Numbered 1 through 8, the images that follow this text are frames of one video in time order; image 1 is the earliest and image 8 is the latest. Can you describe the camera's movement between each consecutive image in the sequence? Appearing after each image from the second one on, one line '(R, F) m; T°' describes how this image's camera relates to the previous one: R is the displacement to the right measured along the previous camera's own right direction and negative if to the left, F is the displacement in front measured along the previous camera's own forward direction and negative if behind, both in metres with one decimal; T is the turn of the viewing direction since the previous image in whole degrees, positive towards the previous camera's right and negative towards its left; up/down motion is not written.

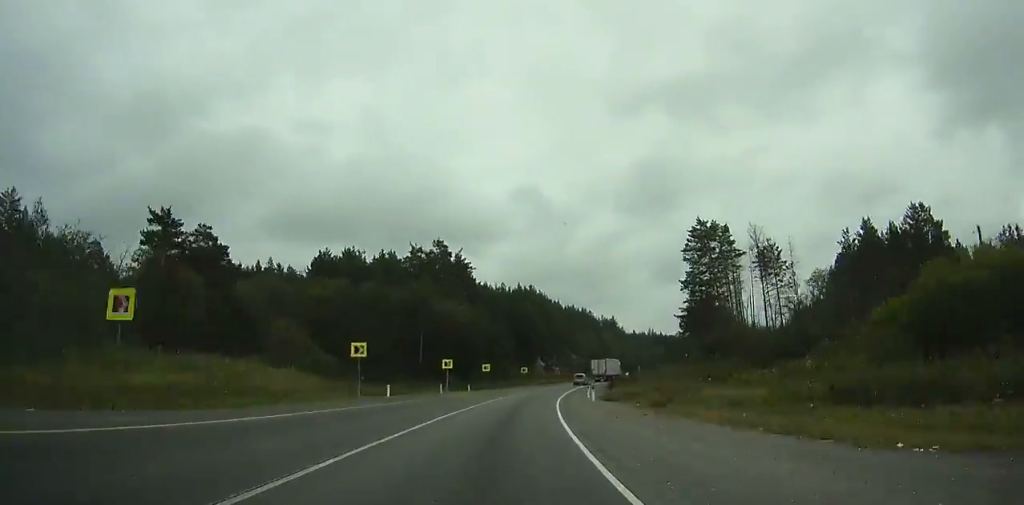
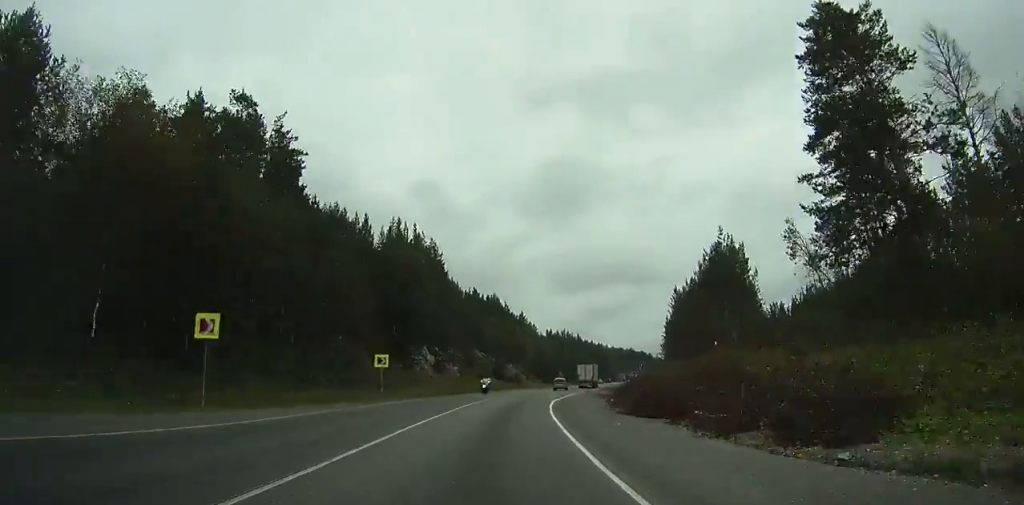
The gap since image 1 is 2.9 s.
(+3.3, +53.2) m; +8°
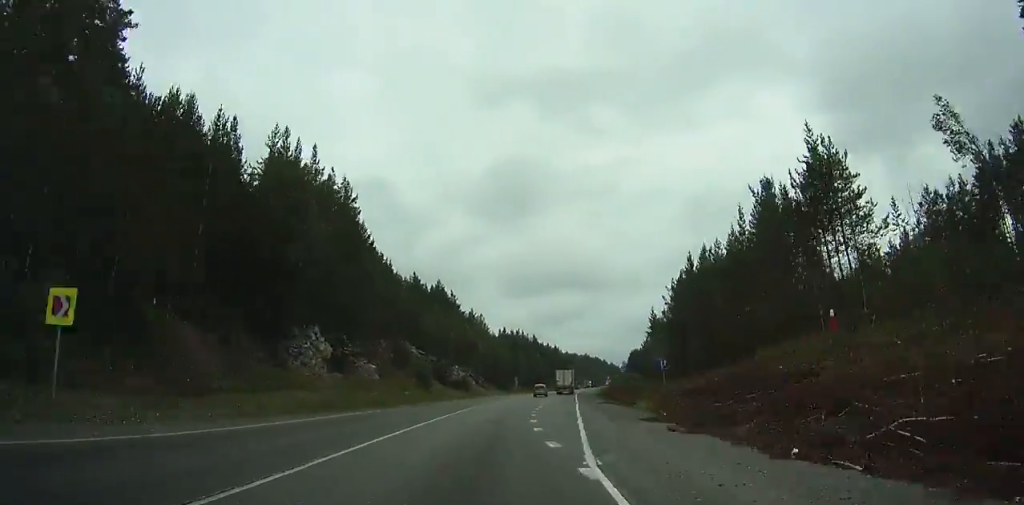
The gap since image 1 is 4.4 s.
(+1.3, +26.9) m; +4°
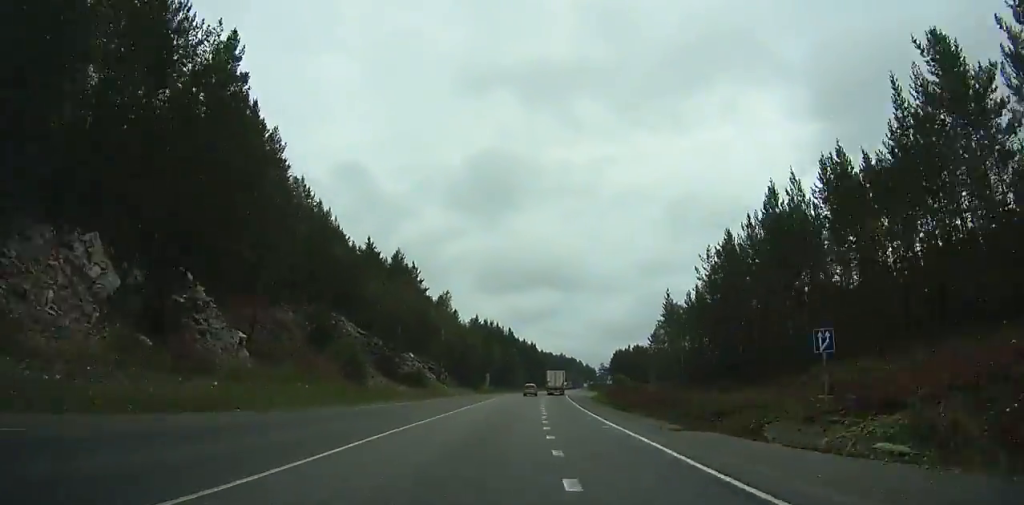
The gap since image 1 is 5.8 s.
(+0.8, +24.7) m; +4°
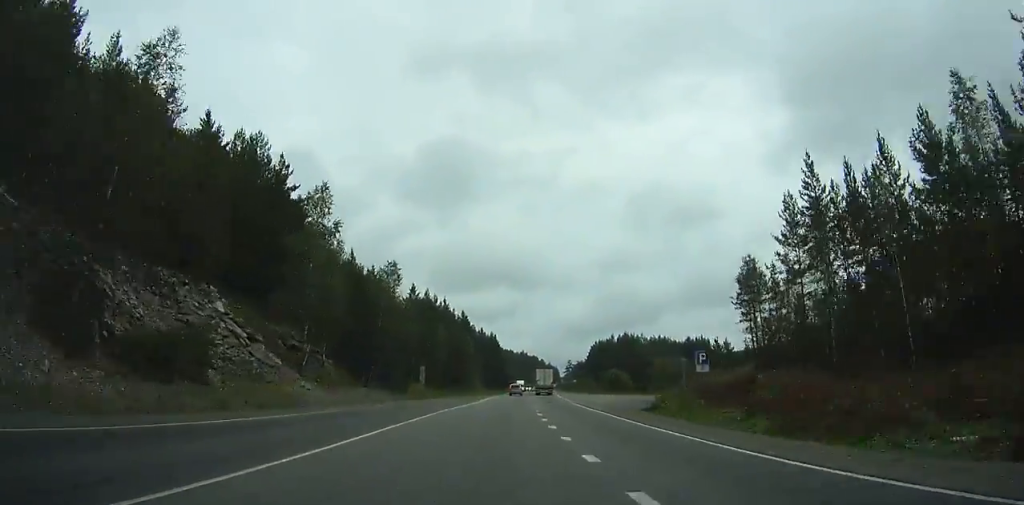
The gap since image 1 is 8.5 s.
(+2.7, +46.9) m; +5°
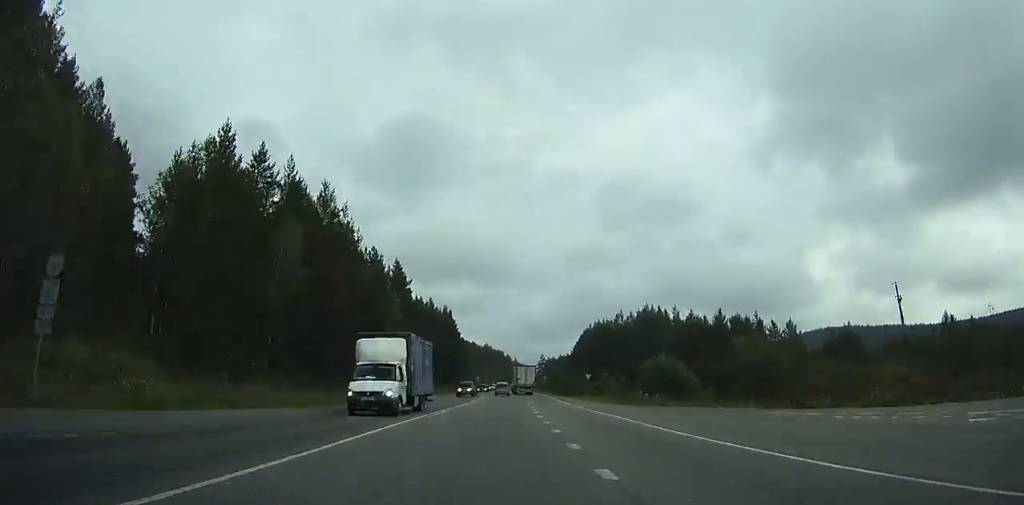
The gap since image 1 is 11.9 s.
(+2.4, +57.6) m; +4°
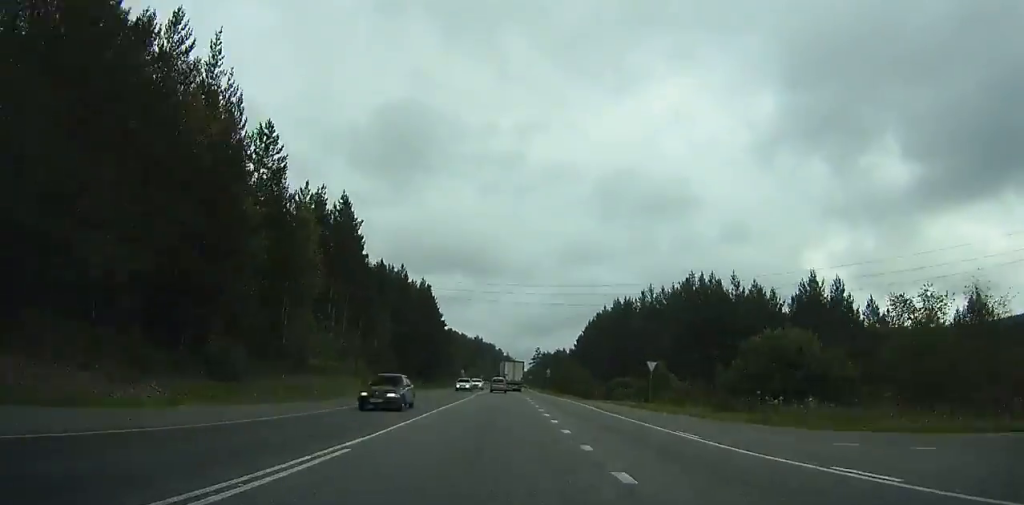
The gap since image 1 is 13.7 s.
(+0.7, +29.8) m; +2°
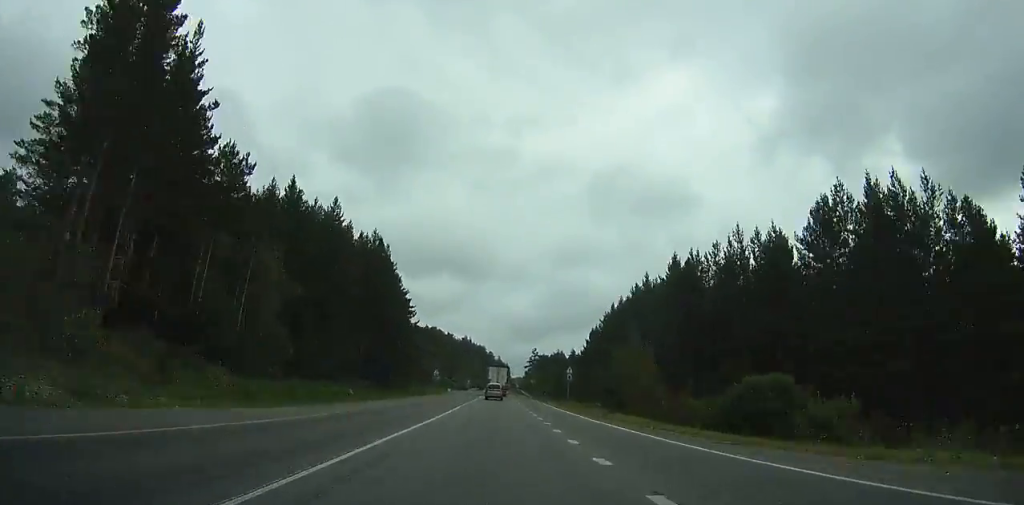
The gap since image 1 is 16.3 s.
(+0.6, +41.2) m; +1°
